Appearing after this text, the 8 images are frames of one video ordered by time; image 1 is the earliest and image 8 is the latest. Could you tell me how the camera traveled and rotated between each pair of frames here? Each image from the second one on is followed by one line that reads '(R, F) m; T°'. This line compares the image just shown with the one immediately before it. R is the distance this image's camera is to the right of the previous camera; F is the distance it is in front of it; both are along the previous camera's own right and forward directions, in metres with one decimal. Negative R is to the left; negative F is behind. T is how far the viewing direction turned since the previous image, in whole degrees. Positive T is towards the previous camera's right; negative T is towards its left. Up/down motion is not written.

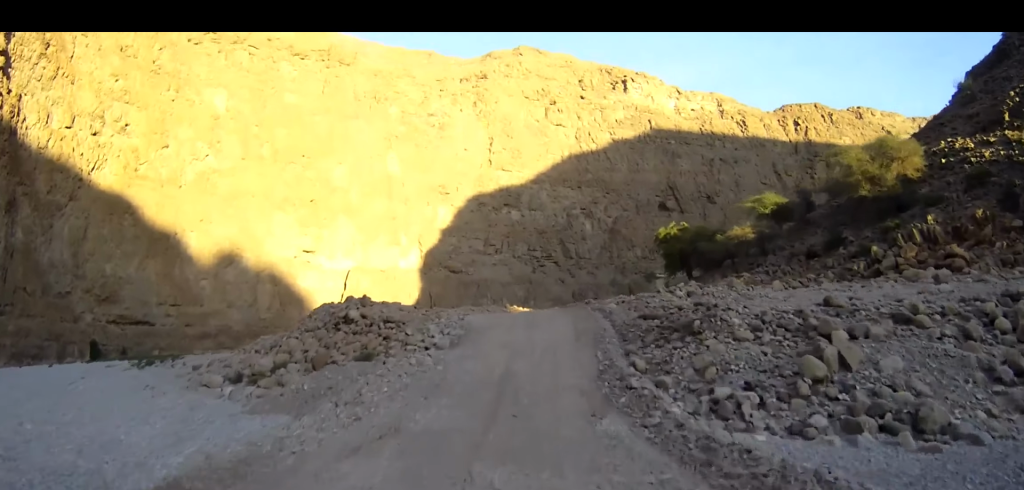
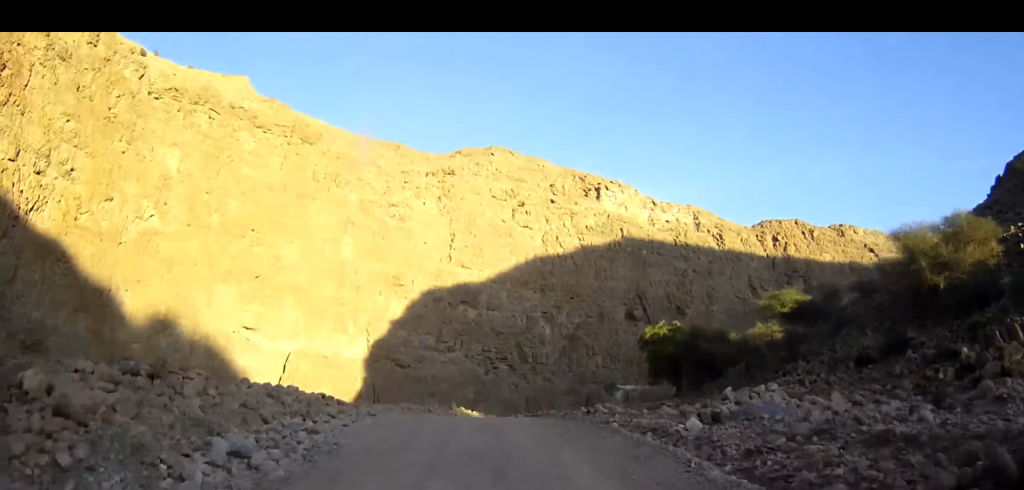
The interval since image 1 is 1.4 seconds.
(+0.6, +18.3) m; +2°
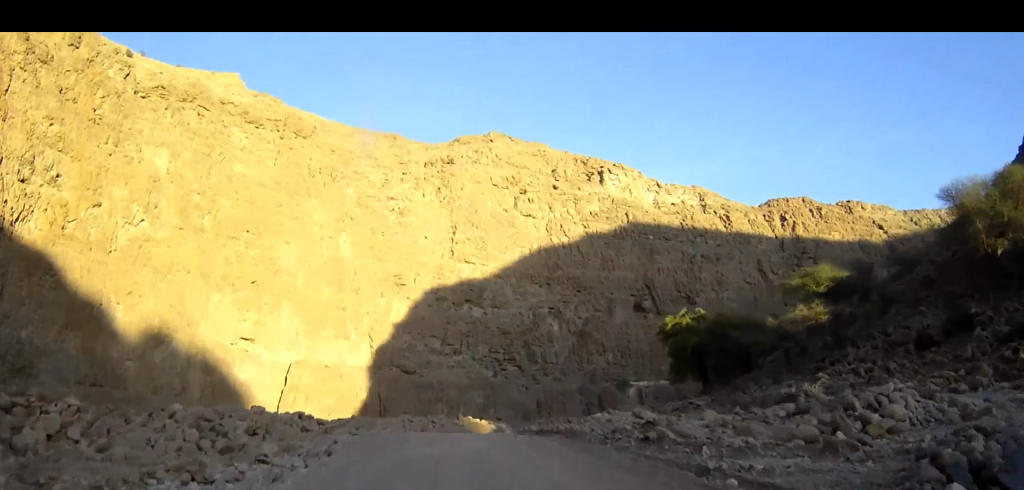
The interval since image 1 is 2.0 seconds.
(-0.1, +7.7) m; -1°
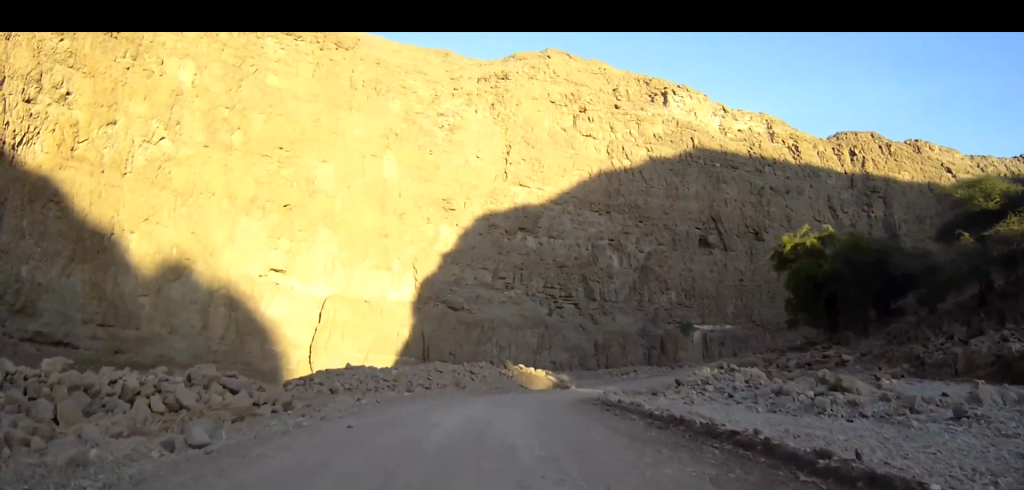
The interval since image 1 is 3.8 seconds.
(-0.3, +21.4) m; +1°
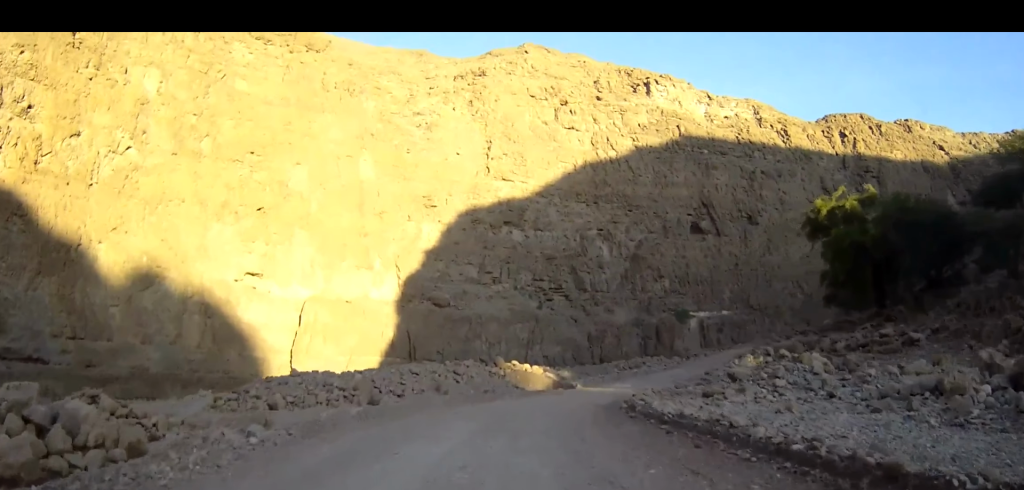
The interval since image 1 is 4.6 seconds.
(+0.5, +9.6) m; +1°
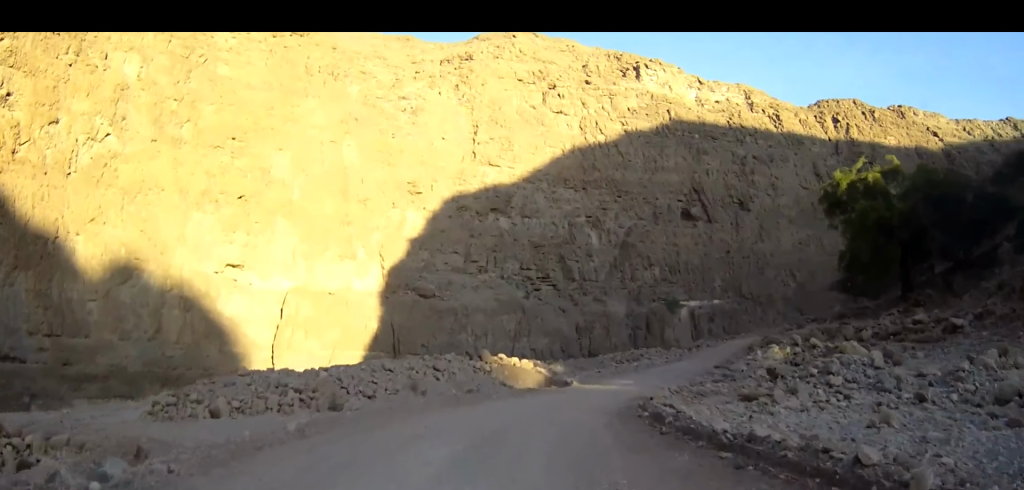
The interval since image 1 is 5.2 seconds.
(-0.2, +5.3) m; +1°
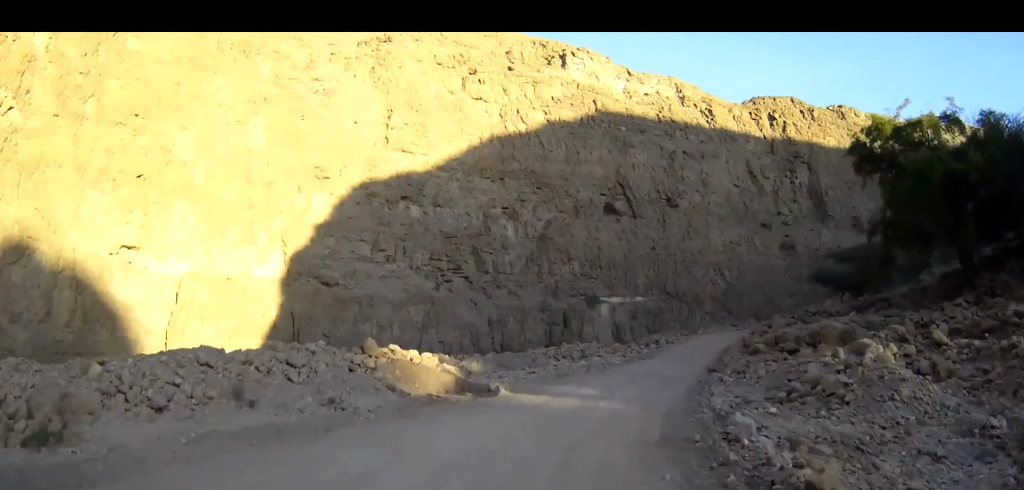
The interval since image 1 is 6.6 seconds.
(+0.6, +14.6) m; +8°
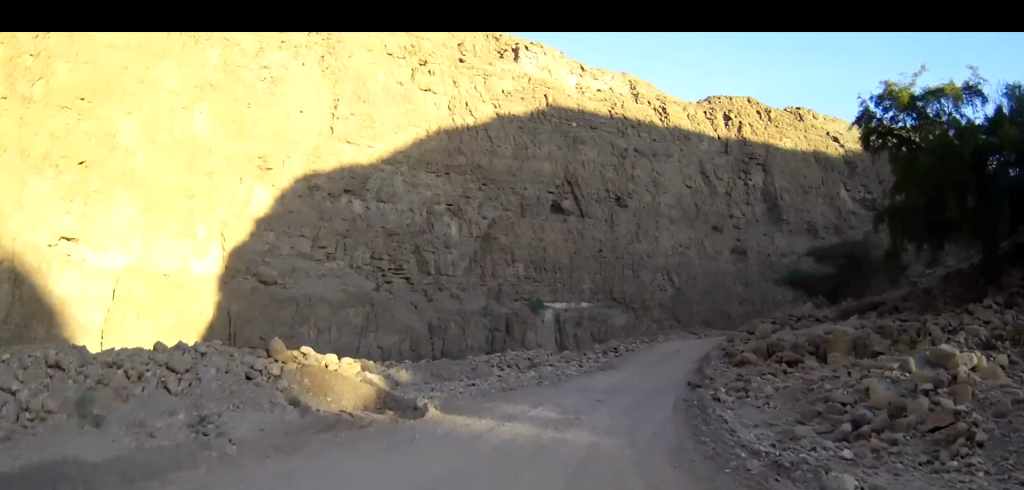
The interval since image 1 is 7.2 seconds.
(+0.3, +5.7) m; +5°
